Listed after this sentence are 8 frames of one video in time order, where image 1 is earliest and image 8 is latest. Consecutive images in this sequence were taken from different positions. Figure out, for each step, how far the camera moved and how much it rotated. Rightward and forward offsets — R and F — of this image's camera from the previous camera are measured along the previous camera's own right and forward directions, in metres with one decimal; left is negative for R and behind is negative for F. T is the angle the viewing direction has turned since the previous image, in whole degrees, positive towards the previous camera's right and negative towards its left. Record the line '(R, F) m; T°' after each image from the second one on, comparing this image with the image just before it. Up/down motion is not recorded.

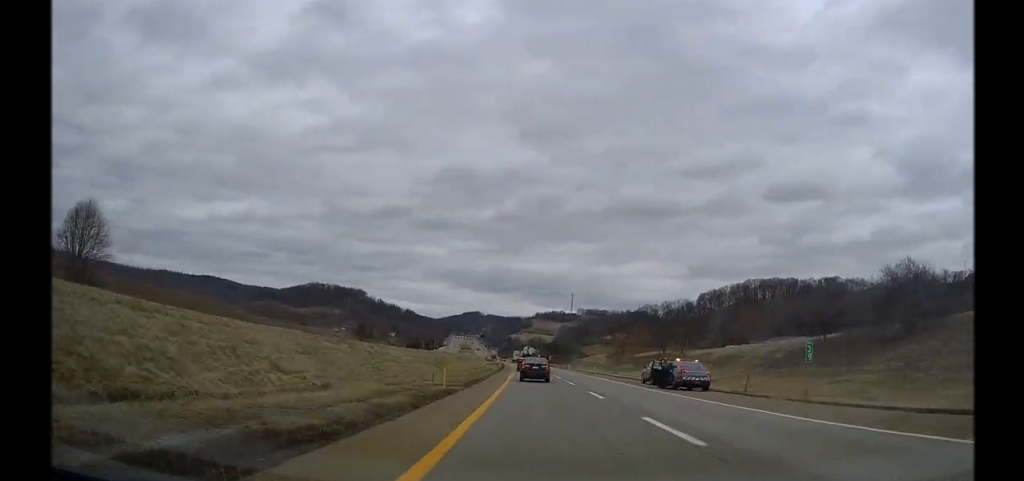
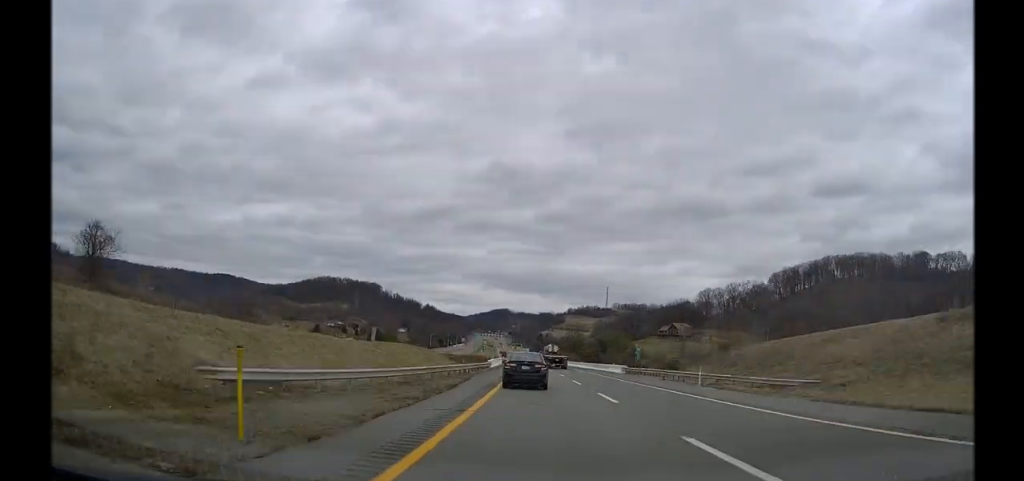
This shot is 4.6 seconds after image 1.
(-1.7, +114.8) m; -3°
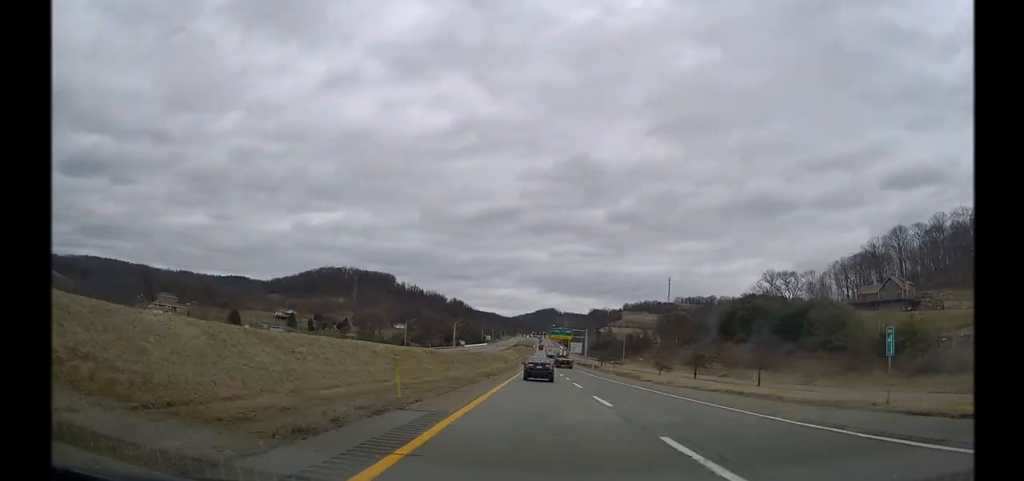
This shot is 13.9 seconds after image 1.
(-8.4, +202.6) m; -3°
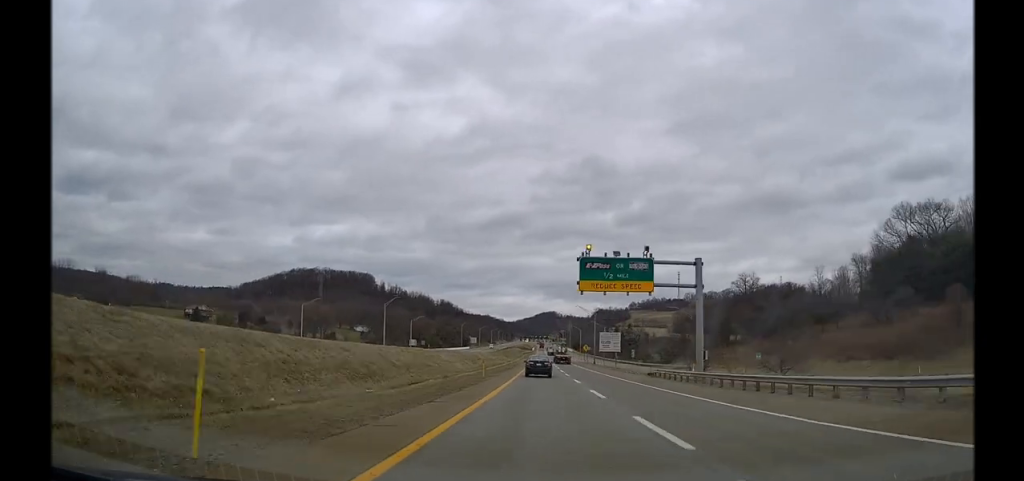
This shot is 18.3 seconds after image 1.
(+0.1, +114.9) m; 0°
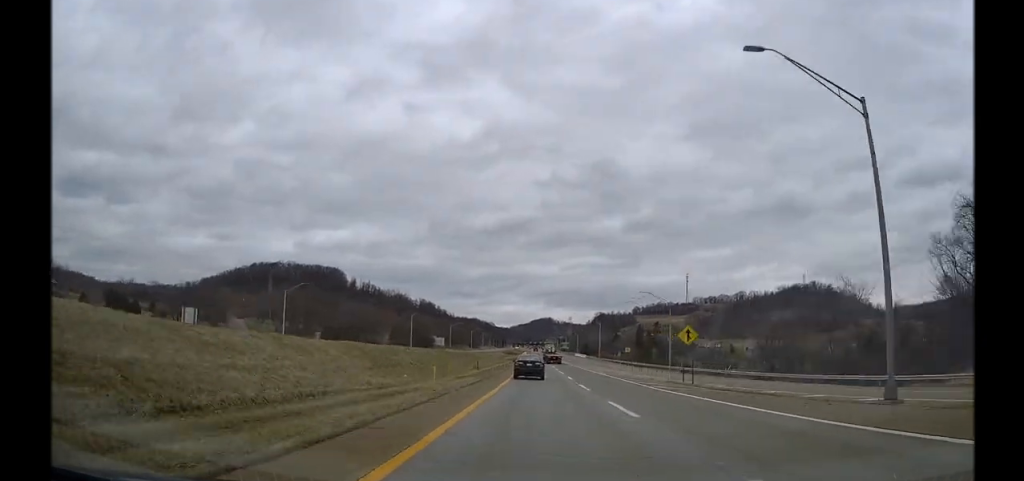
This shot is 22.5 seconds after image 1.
(0.0, +103.7) m; 0°
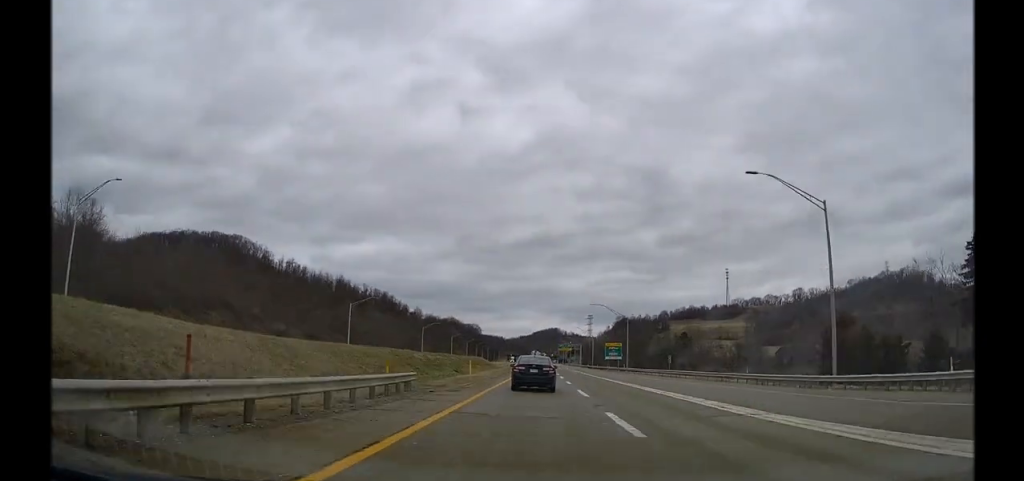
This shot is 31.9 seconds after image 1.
(-0.8, +205.4) m; -1°
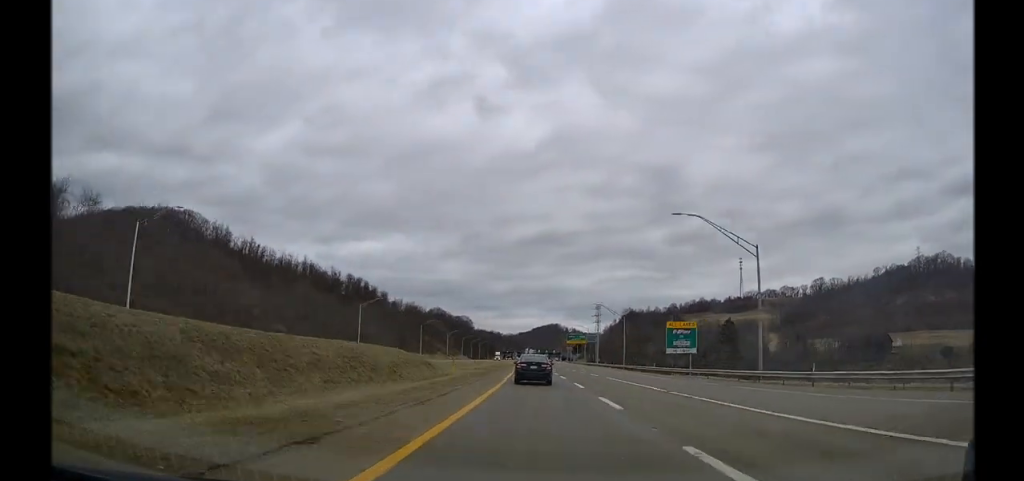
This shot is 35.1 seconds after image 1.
(-0.1, +59.1) m; 0°
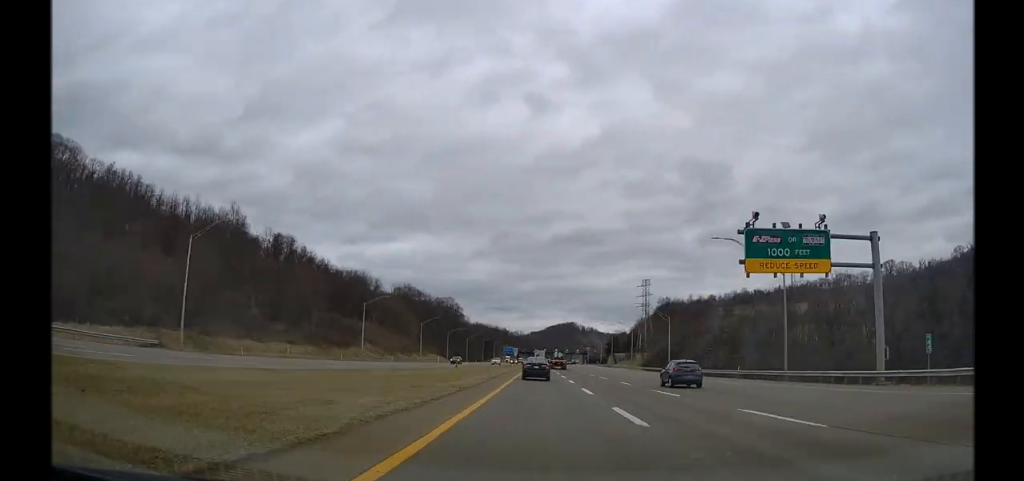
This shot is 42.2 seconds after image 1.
(-1.1, +132.2) m; +1°
